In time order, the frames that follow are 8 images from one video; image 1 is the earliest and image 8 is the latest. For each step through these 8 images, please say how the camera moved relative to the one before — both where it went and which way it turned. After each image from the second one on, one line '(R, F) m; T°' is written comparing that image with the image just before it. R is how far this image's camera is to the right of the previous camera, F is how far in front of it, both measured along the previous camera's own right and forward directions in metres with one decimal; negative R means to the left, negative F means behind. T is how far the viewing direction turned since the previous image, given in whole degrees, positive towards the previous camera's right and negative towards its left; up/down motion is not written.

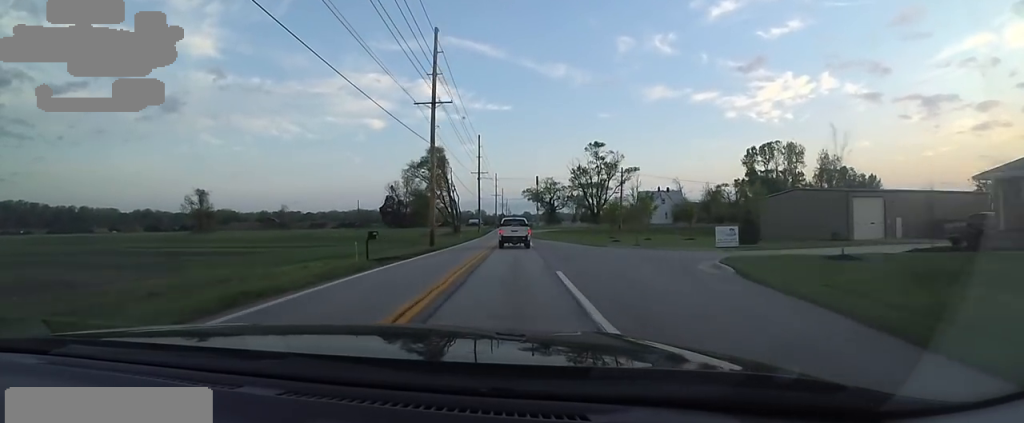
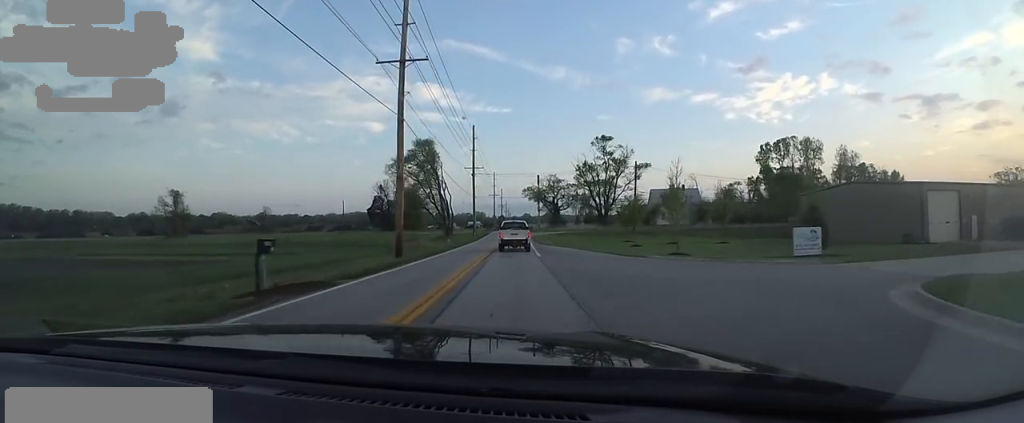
(+0.2, +9.9) m; 0°
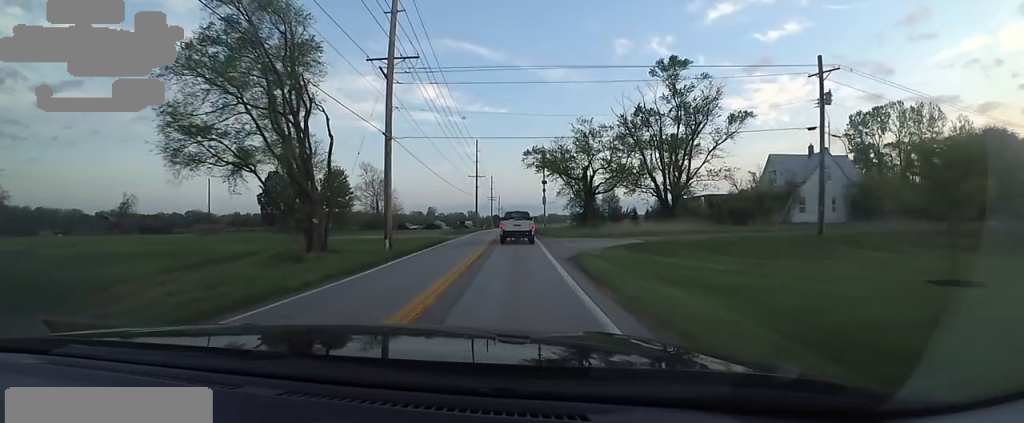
(-1.3, +47.2) m; 0°
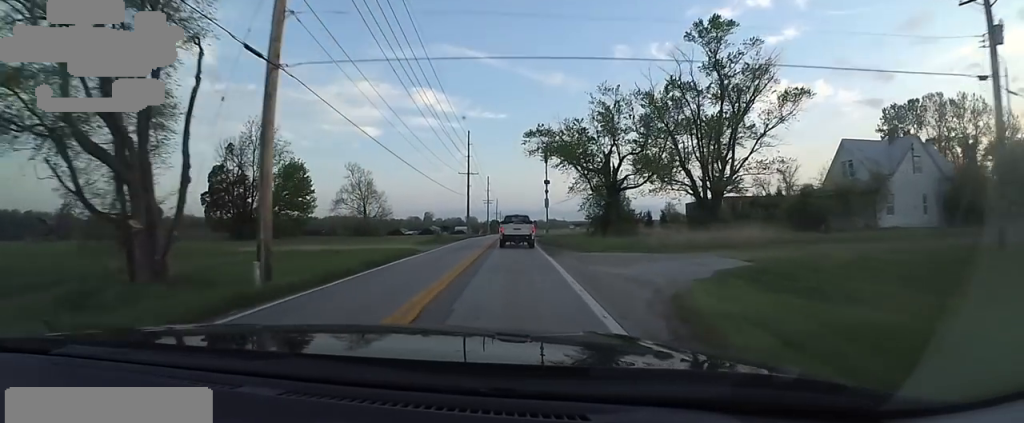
(+0.9, +12.5) m; -1°
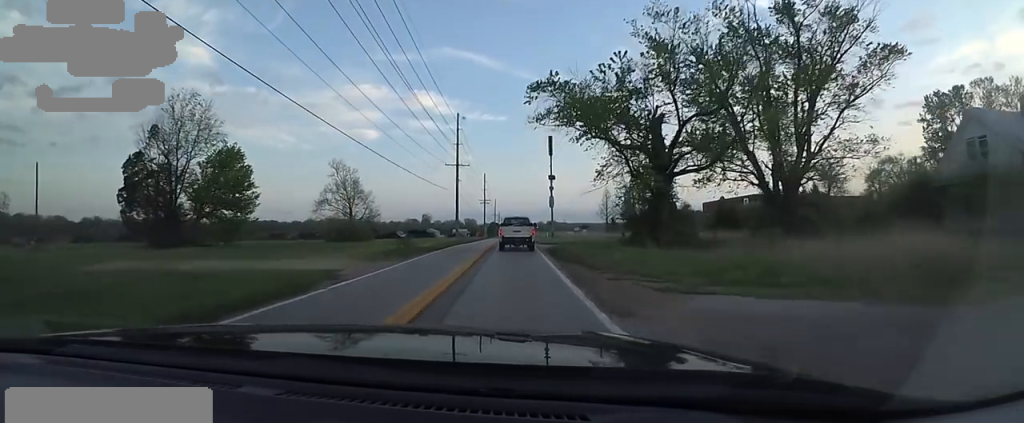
(-0.8, +12.8) m; -2°
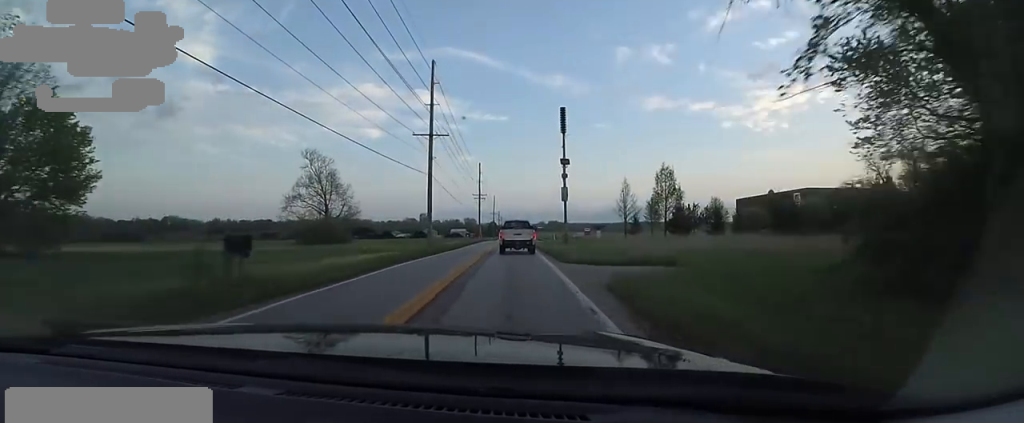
(-0.4, +19.1) m; +1°
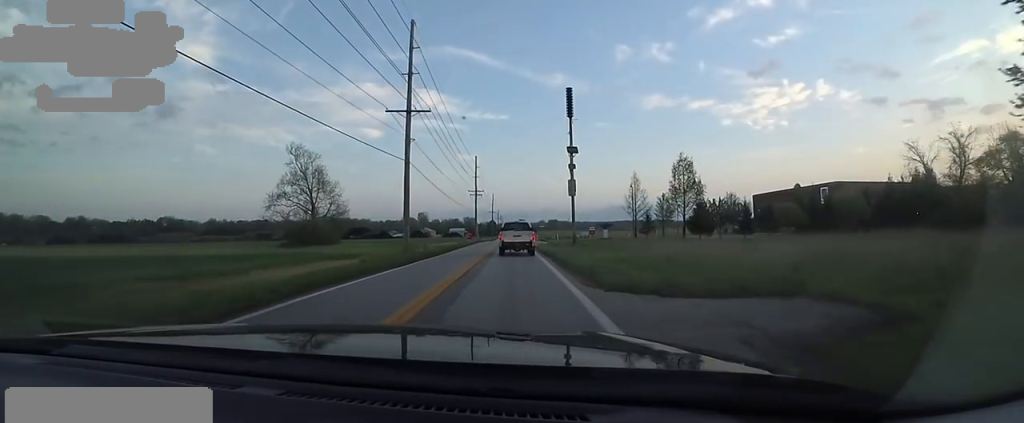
(0.0, +8.2) m; +2°
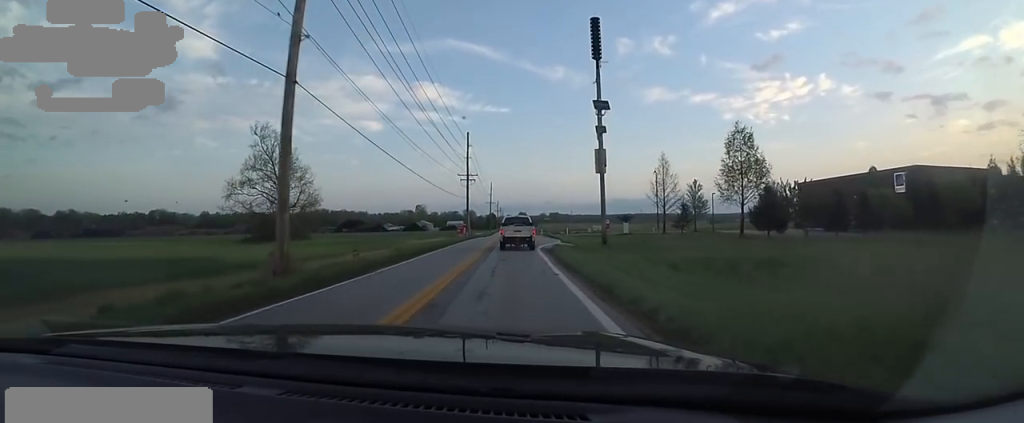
(+0.5, +16.6) m; +3°
